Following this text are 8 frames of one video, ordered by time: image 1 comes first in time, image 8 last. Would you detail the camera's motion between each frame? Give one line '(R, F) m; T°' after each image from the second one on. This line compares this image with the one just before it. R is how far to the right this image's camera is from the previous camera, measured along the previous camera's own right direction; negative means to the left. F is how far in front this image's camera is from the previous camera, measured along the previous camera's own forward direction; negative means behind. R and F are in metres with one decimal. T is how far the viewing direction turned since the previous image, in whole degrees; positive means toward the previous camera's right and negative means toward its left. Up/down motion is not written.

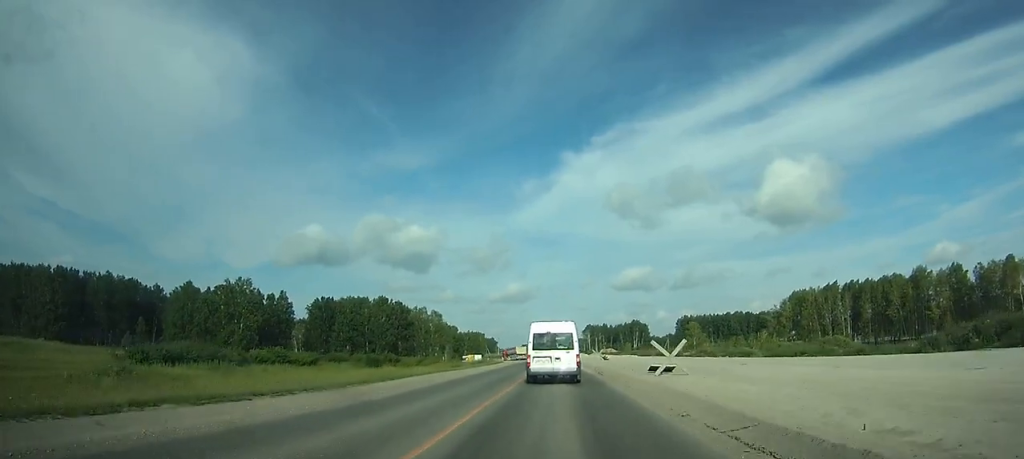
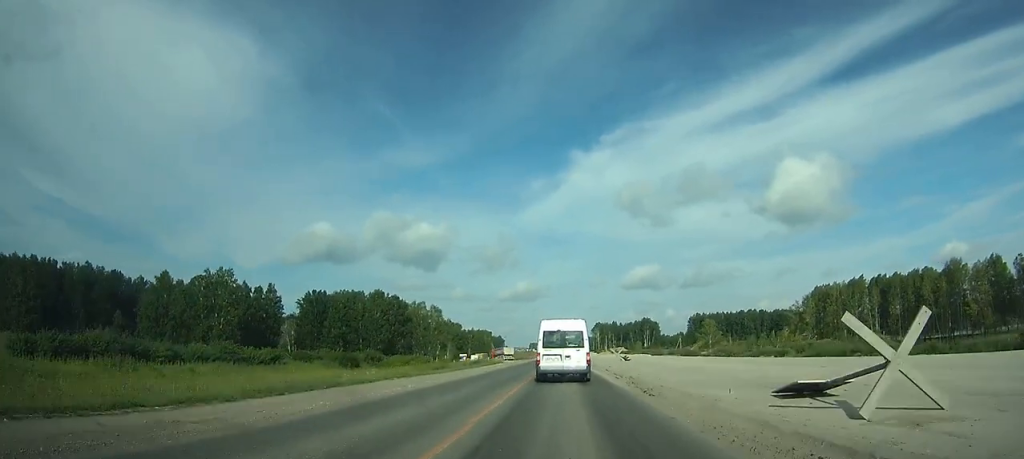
(0.0, +14.9) m; 0°
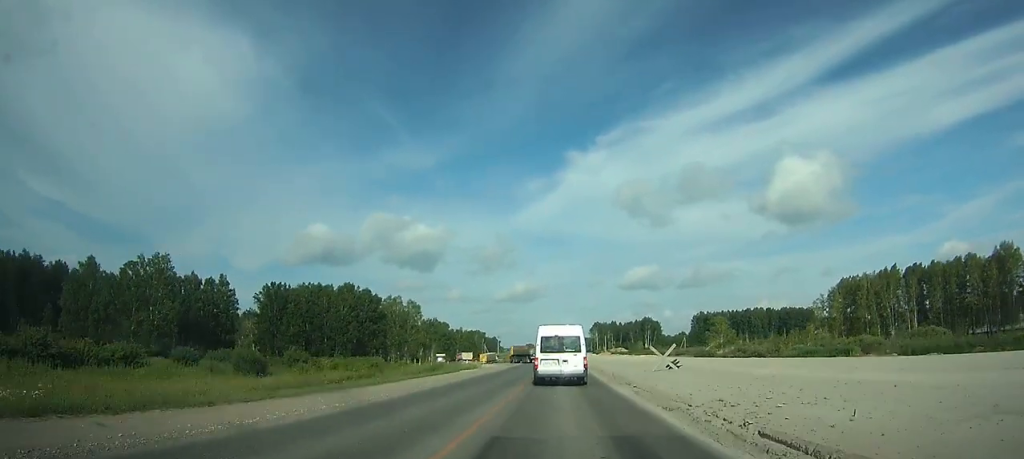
(-0.1, +25.4) m; -1°
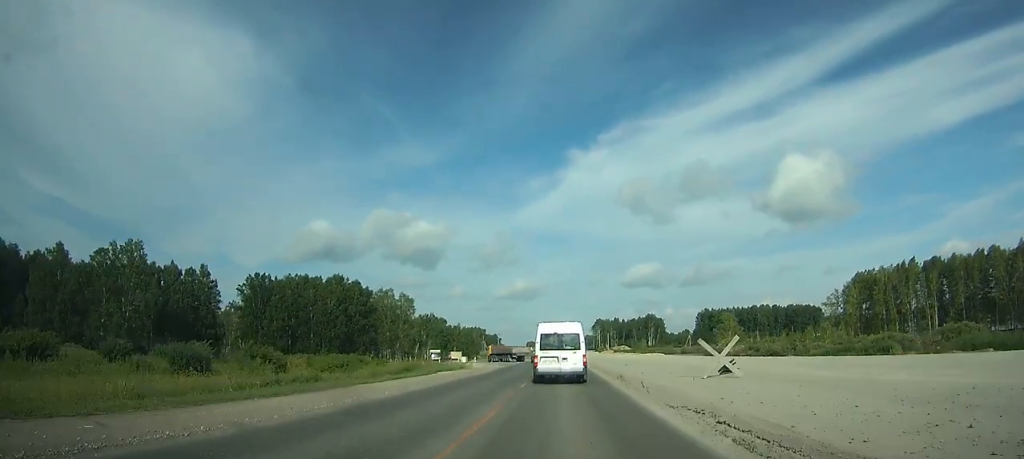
(0.0, +9.4) m; 0°
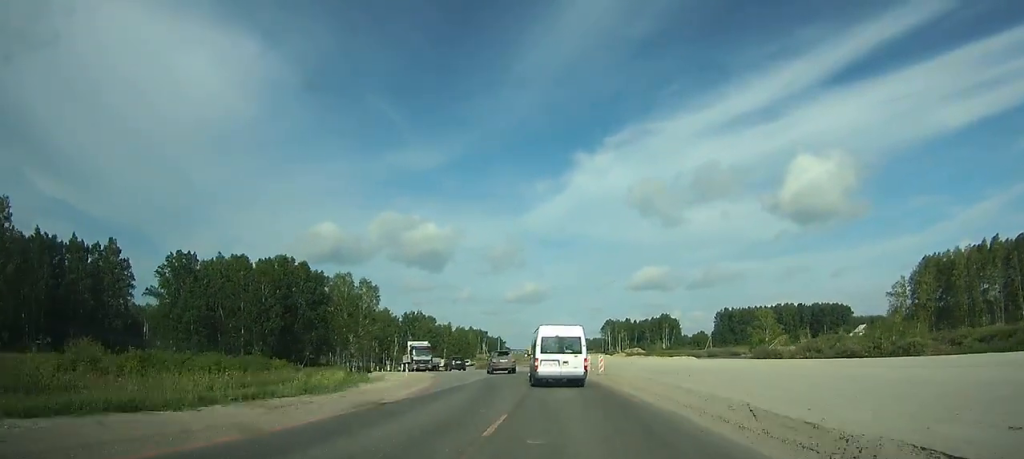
(-0.3, +33.9) m; -2°
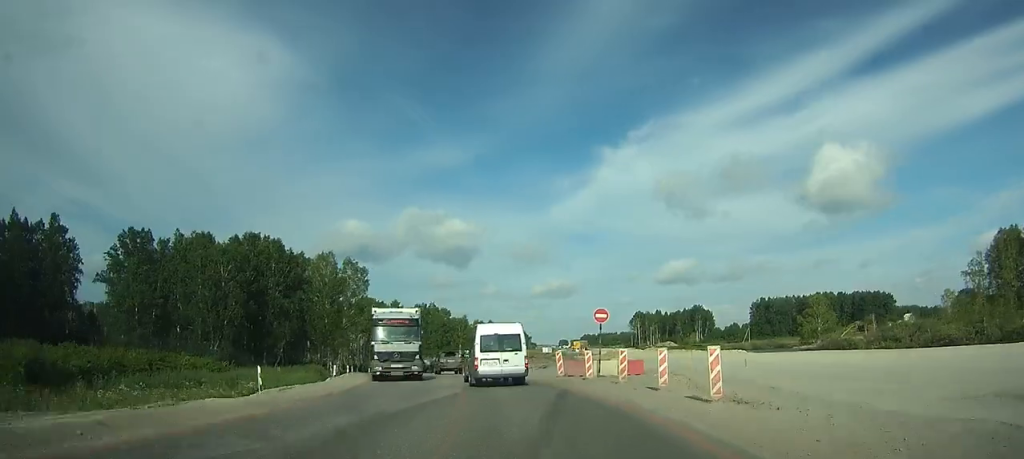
(-0.3, +22.3) m; -5°
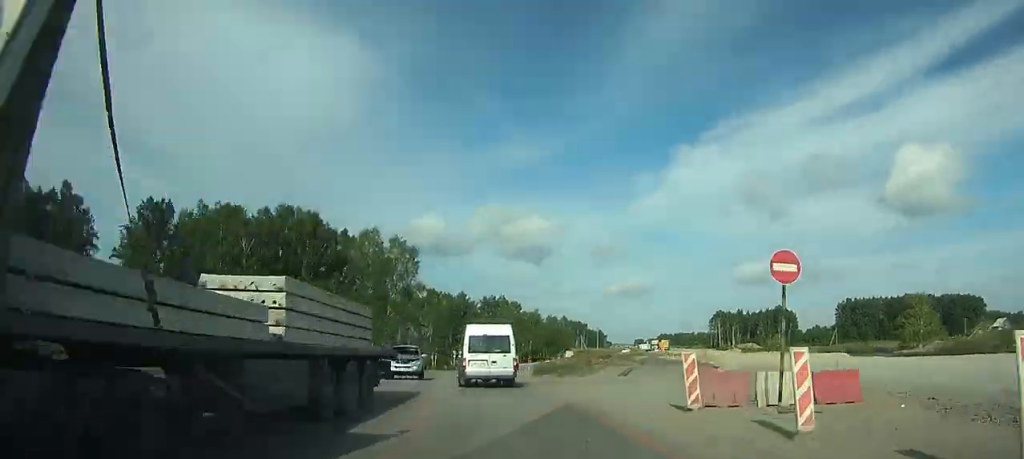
(-0.9, +15.8) m; -4°
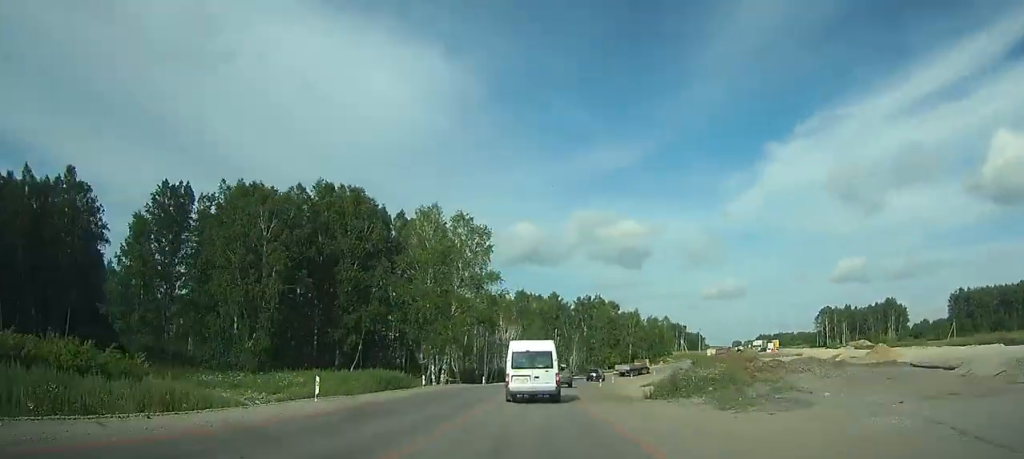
(-1.0, +19.2) m; -5°
